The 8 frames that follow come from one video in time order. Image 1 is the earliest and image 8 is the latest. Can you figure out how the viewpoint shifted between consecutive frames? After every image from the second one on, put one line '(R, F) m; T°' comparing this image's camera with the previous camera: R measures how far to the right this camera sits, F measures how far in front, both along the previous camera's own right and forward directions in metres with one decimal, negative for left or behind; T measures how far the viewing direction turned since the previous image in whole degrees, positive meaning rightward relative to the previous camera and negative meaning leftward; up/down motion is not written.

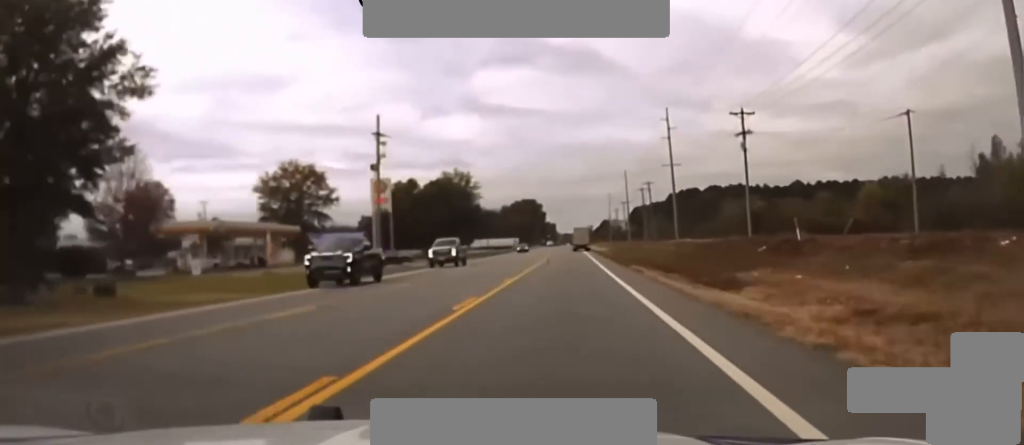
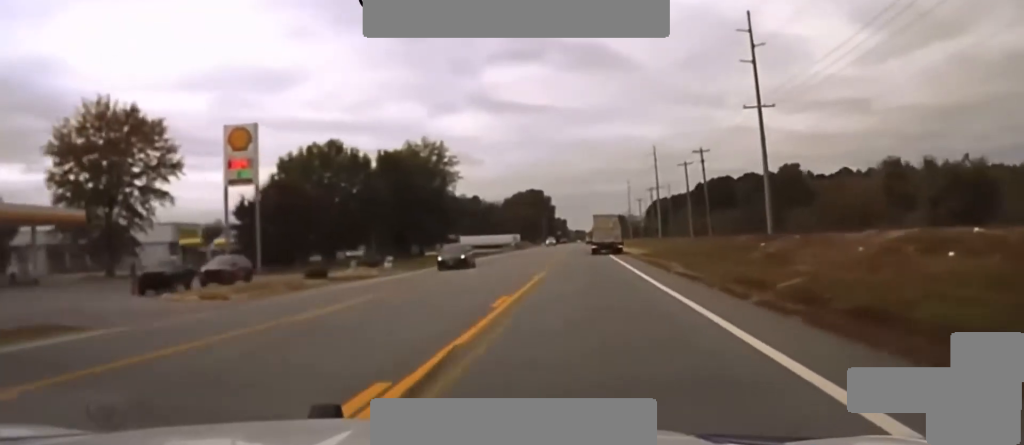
(-0.6, +59.0) m; -1°
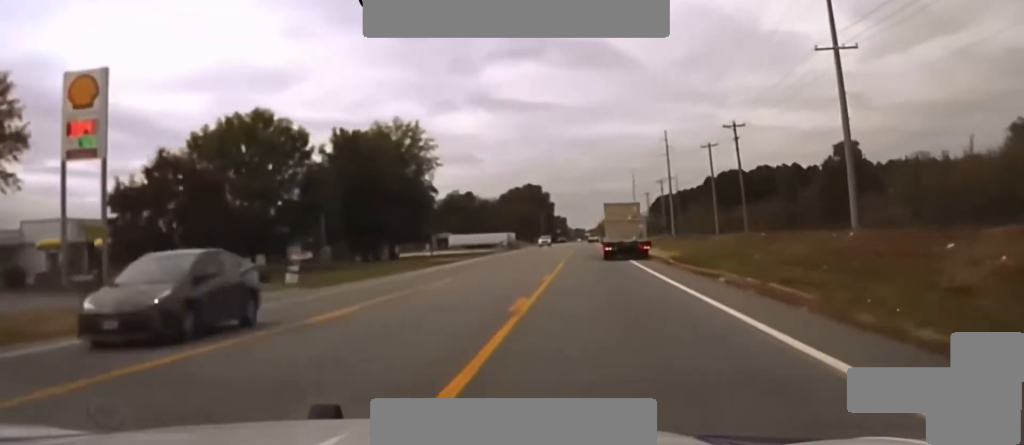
(0.0, +23.2) m; 0°
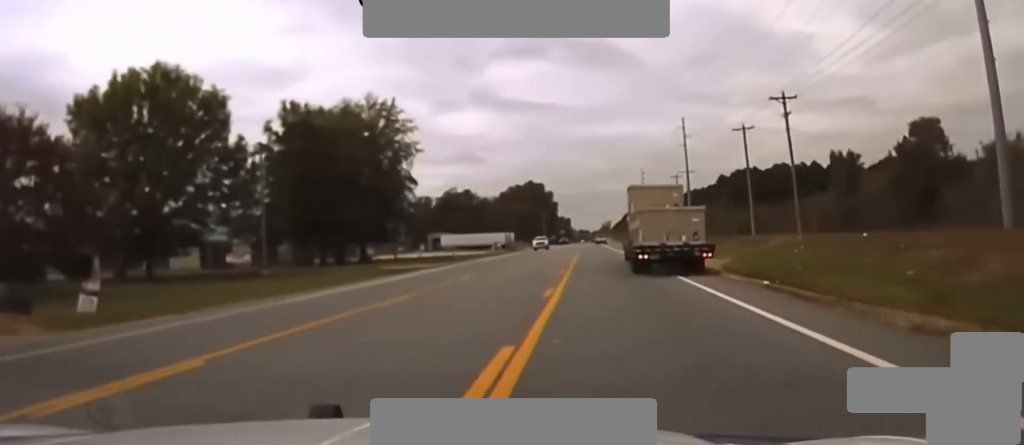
(-0.1, +20.5) m; 0°
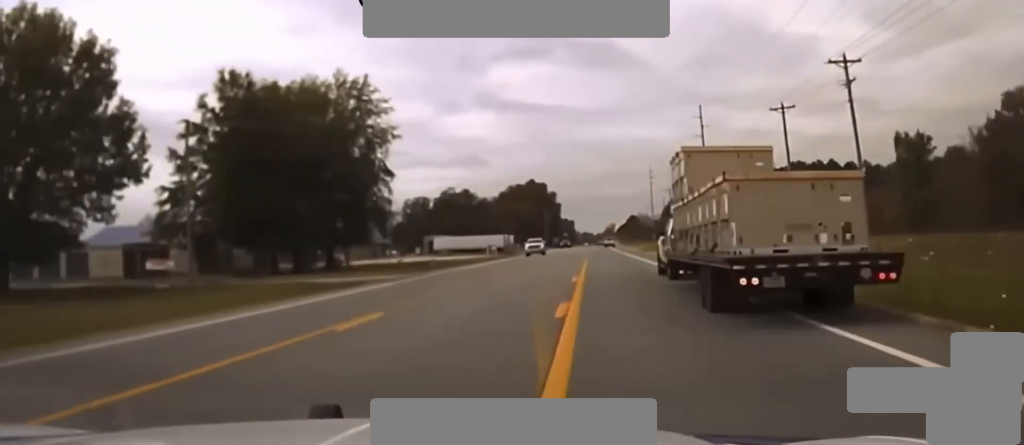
(-0.2, +17.8) m; 0°
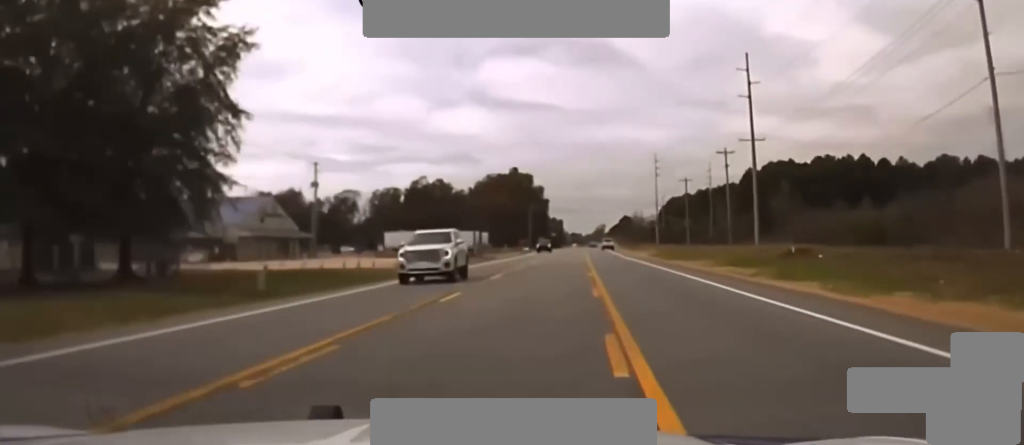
(+0.2, +40.3) m; 0°
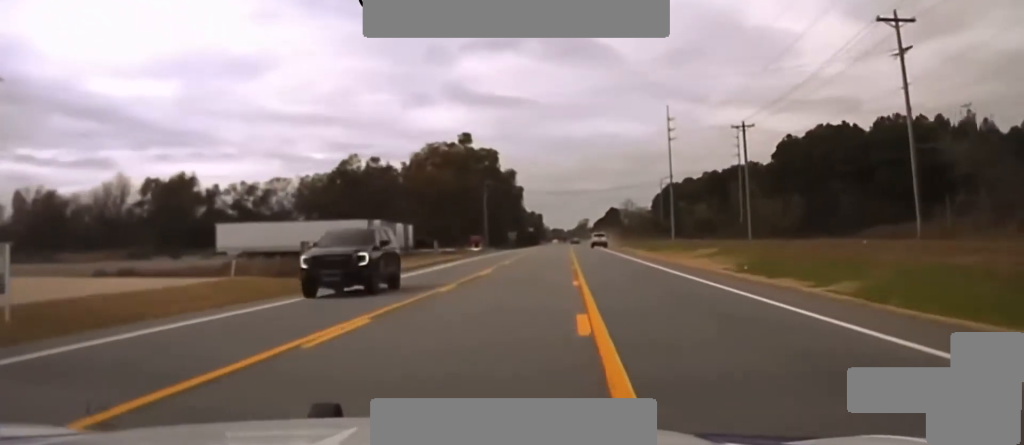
(+0.7, +68.5) m; +1°
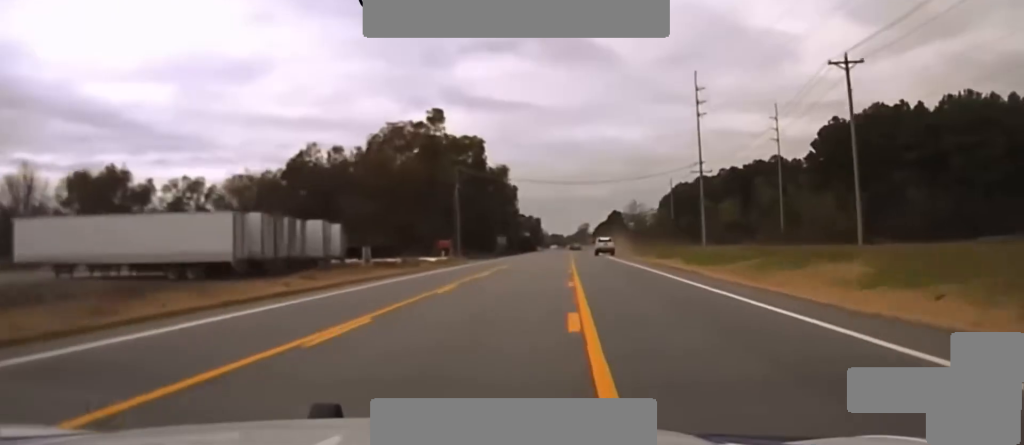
(+0.5, +35.0) m; 0°
